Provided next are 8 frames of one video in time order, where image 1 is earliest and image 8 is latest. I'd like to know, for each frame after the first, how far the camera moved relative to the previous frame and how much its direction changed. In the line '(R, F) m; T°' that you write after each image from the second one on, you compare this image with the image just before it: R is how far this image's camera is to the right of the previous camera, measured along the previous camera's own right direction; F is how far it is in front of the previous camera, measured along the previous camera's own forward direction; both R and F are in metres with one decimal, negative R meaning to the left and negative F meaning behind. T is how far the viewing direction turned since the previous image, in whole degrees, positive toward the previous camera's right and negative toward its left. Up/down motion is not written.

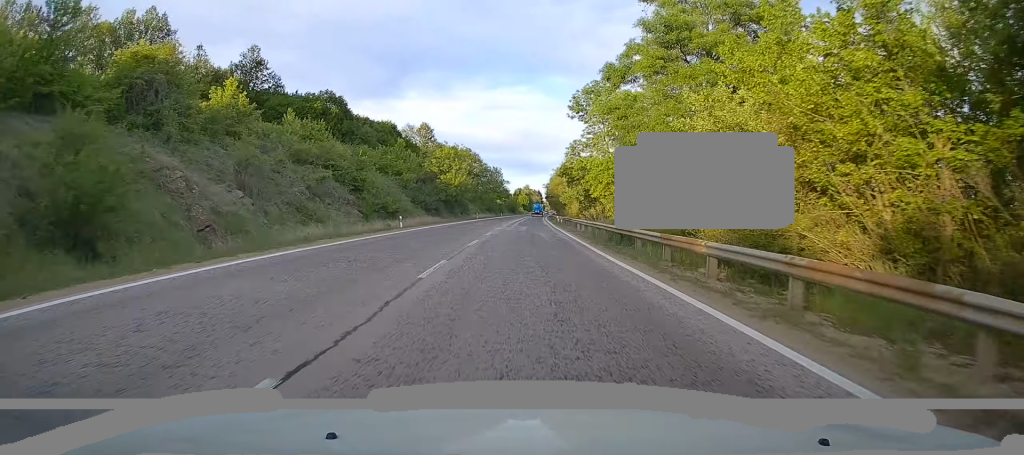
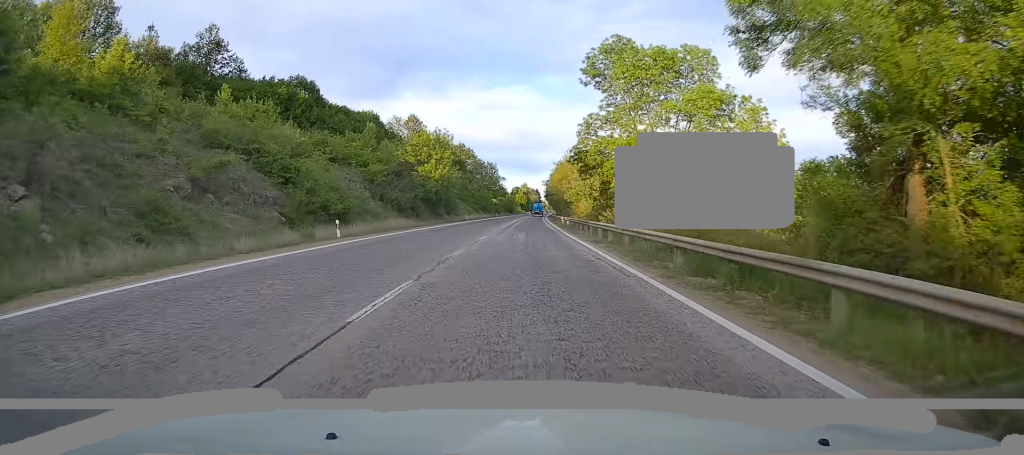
(+0.2, +12.8) m; 0°
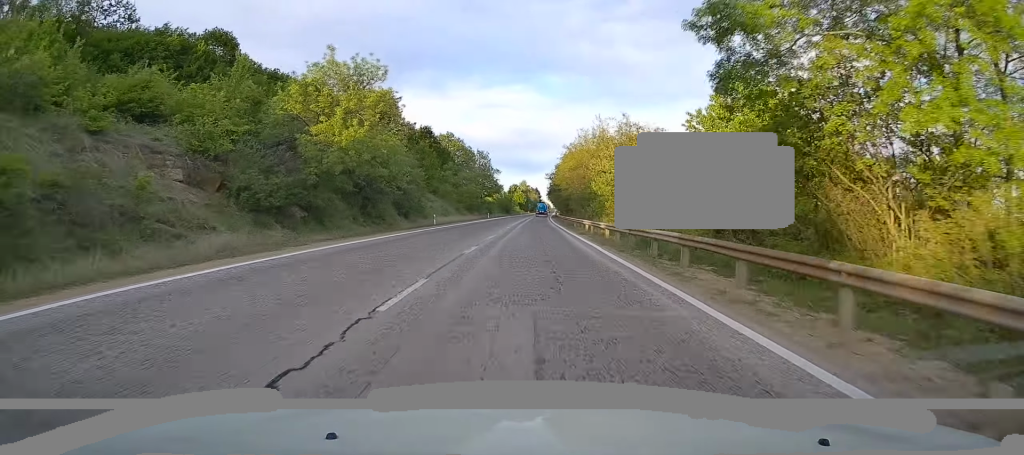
(+0.1, +26.7) m; +1°
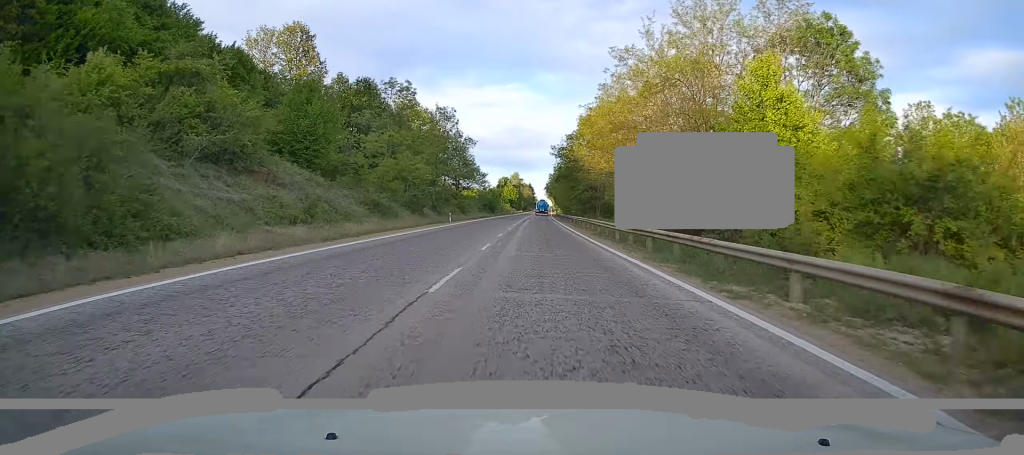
(+0.5, +43.4) m; 0°
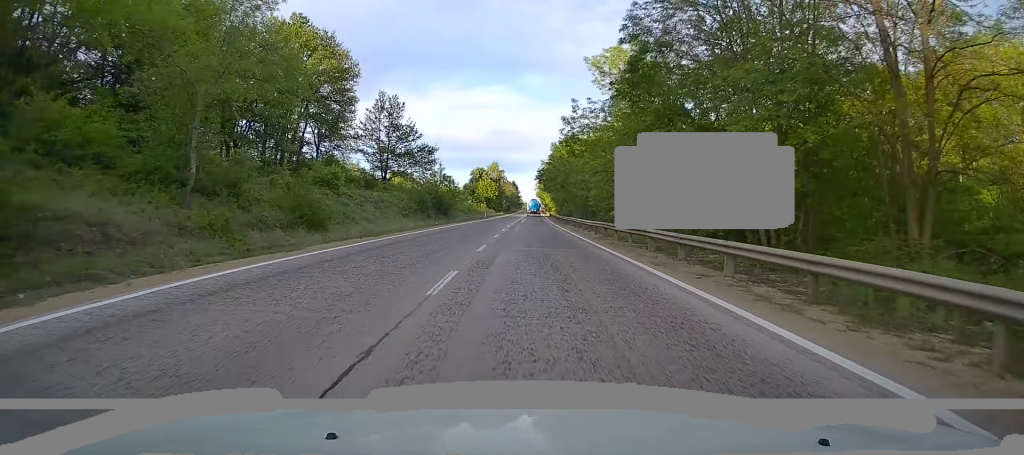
(-0.1, +54.2) m; +1°
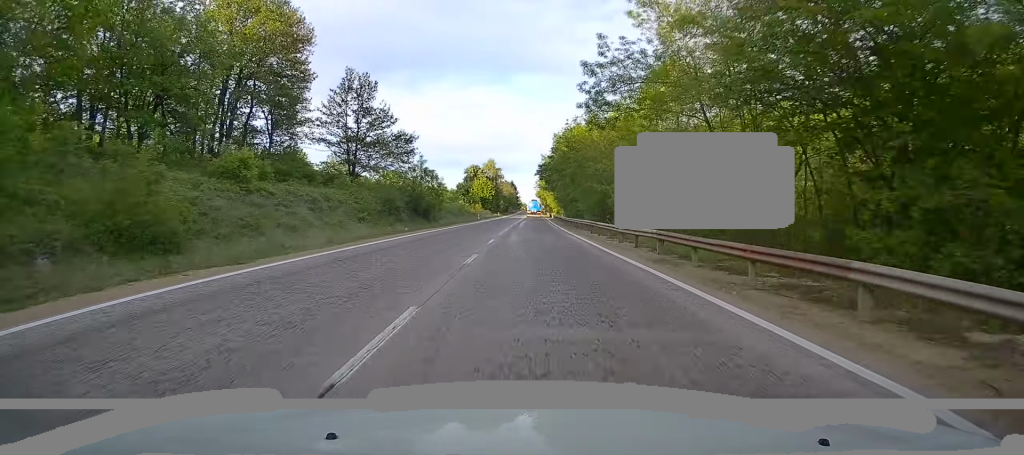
(0.0, +12.8) m; 0°
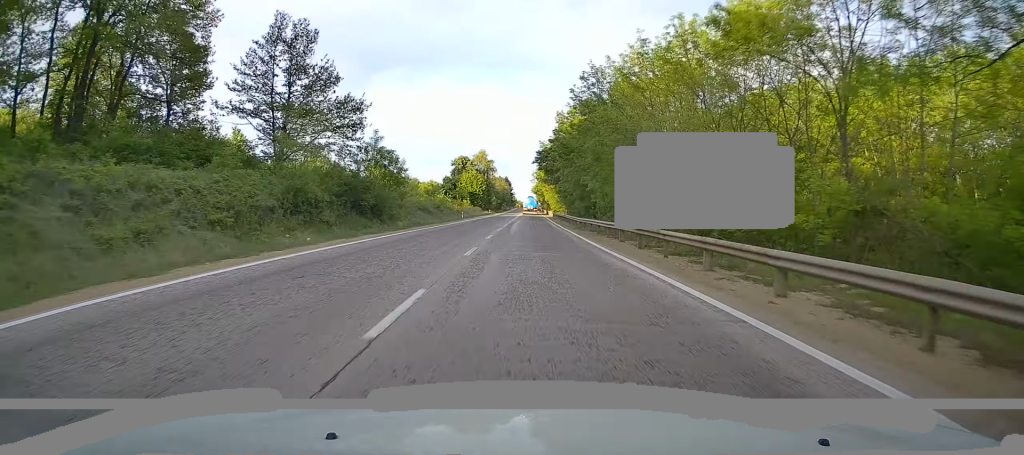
(0.0, +16.8) m; +1°
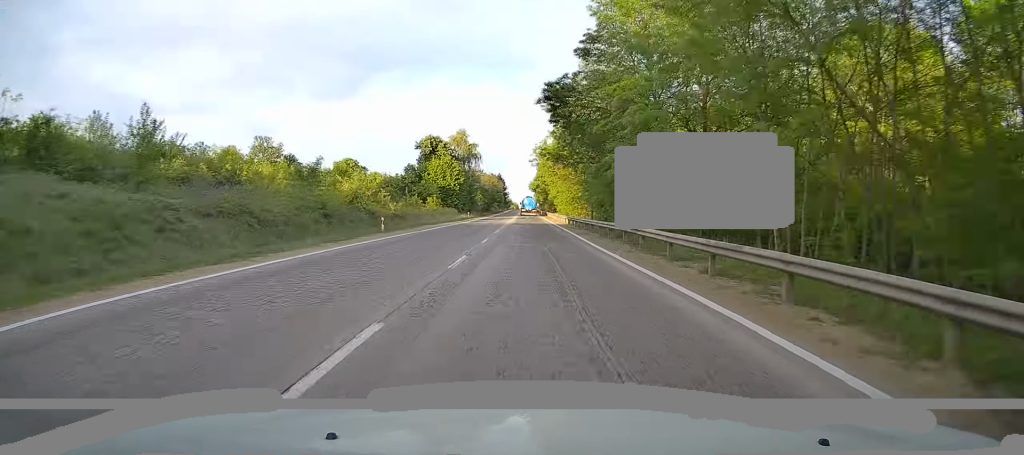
(+0.4, +38.5) m; 0°
